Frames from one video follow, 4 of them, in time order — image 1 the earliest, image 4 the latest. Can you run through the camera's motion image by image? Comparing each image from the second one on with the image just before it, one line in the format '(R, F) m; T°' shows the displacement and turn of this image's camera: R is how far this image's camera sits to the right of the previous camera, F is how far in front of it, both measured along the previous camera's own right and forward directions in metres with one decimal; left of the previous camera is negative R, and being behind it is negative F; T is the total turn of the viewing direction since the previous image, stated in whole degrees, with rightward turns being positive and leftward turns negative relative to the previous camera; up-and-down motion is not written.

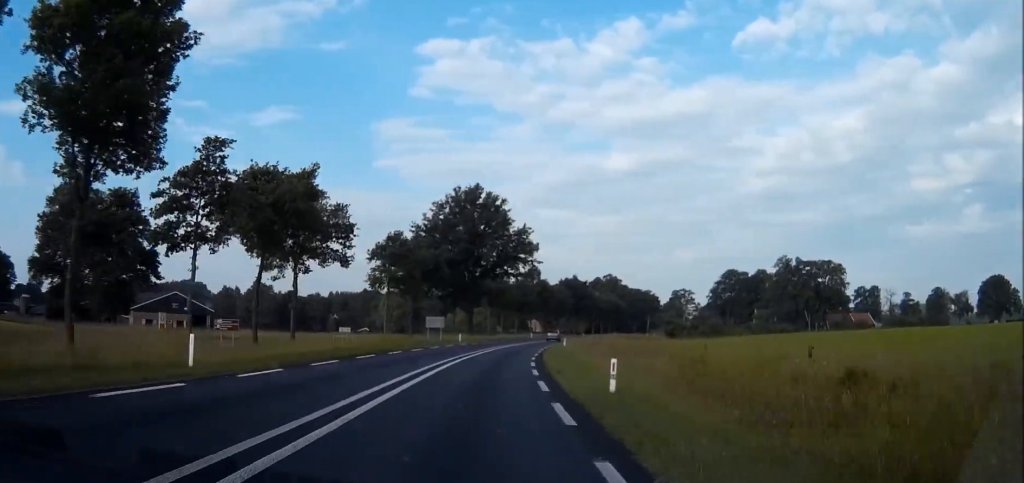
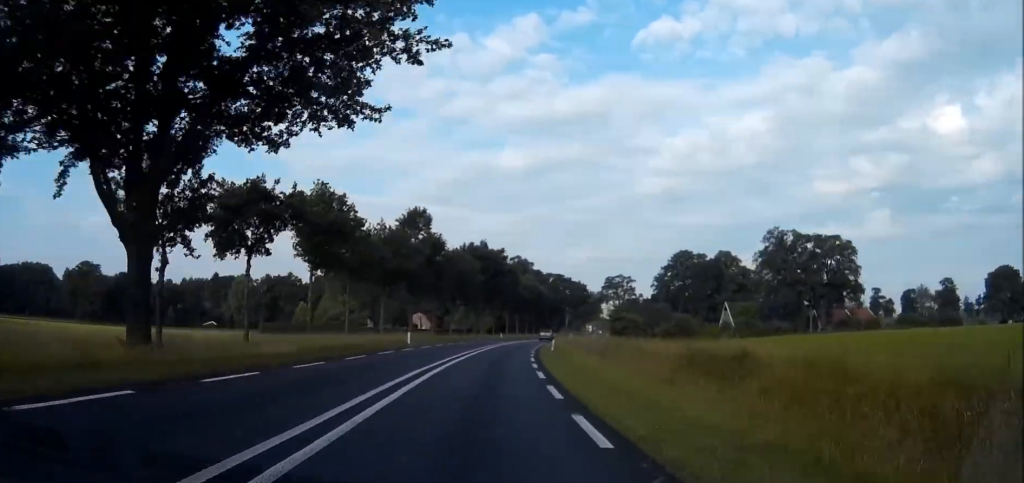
(+3.8, +66.8) m; +9°
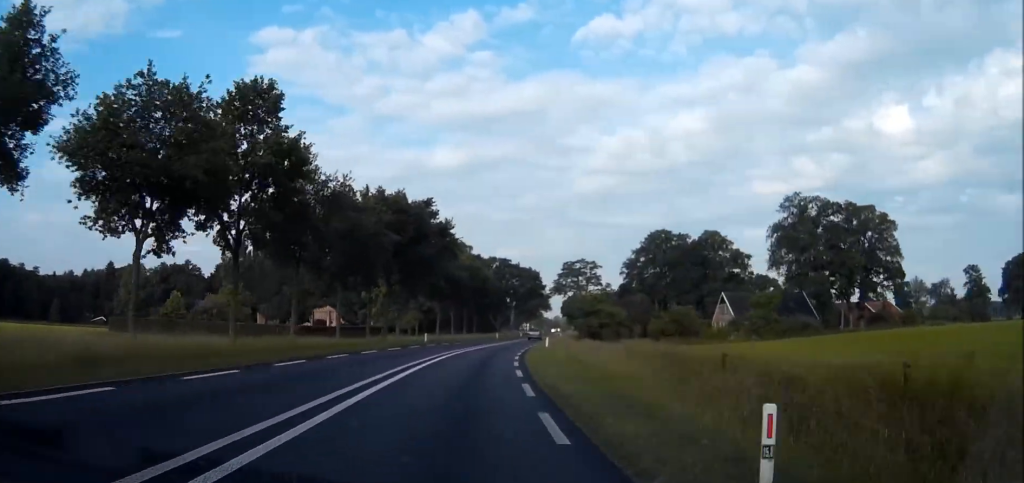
(+2.2, +40.6) m; +5°
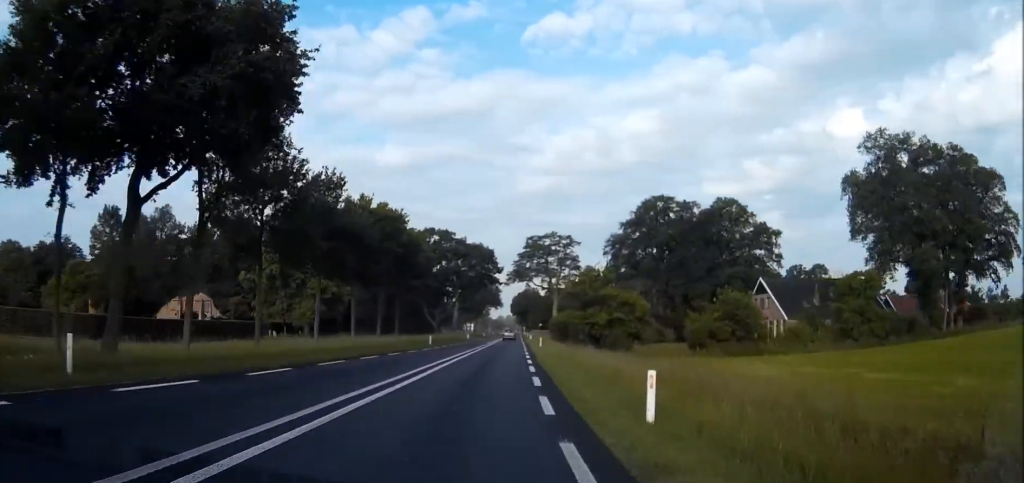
(+2.0, +43.6) m; +4°
